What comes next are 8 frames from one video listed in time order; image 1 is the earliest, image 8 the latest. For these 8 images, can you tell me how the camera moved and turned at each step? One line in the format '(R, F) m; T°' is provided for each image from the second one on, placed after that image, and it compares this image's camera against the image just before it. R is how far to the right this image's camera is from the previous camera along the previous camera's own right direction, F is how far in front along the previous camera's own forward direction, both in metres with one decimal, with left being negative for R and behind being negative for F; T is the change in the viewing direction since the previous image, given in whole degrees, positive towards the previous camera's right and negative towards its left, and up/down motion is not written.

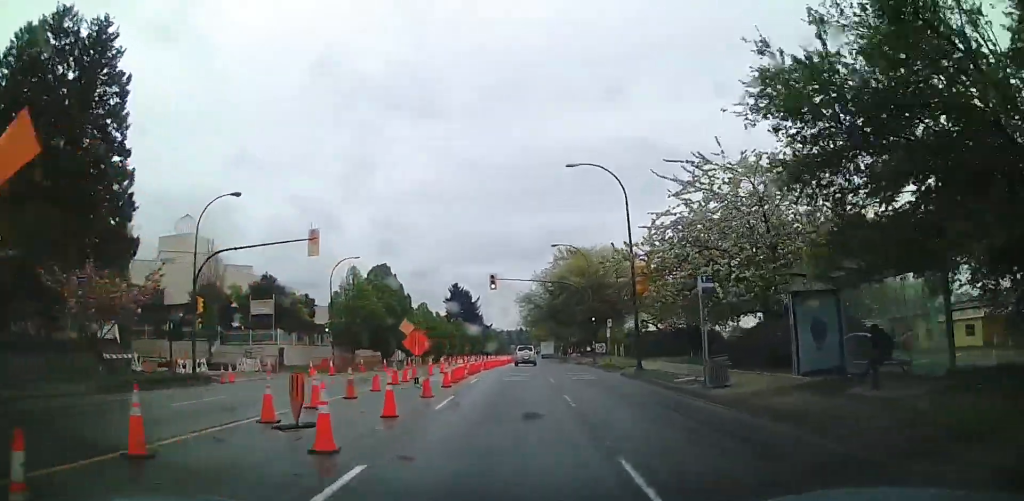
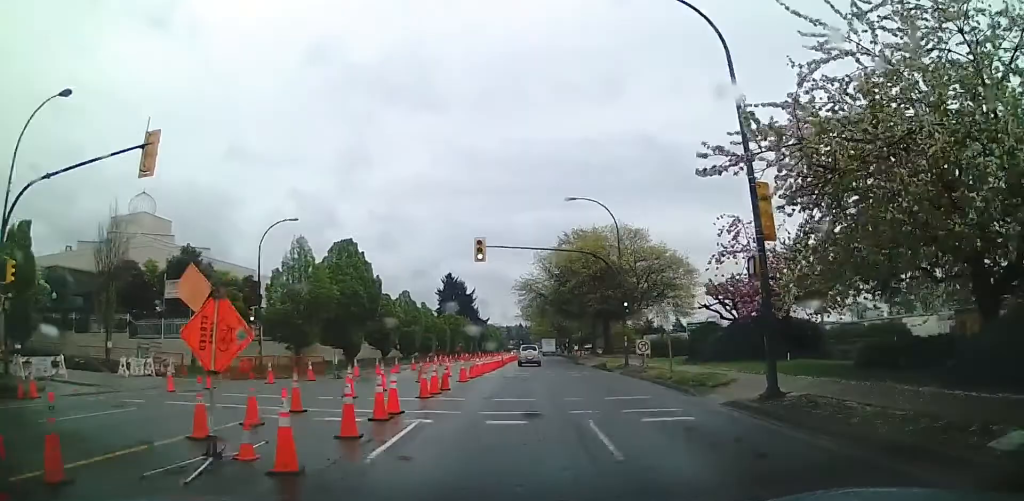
(0.0, +13.5) m; +2°
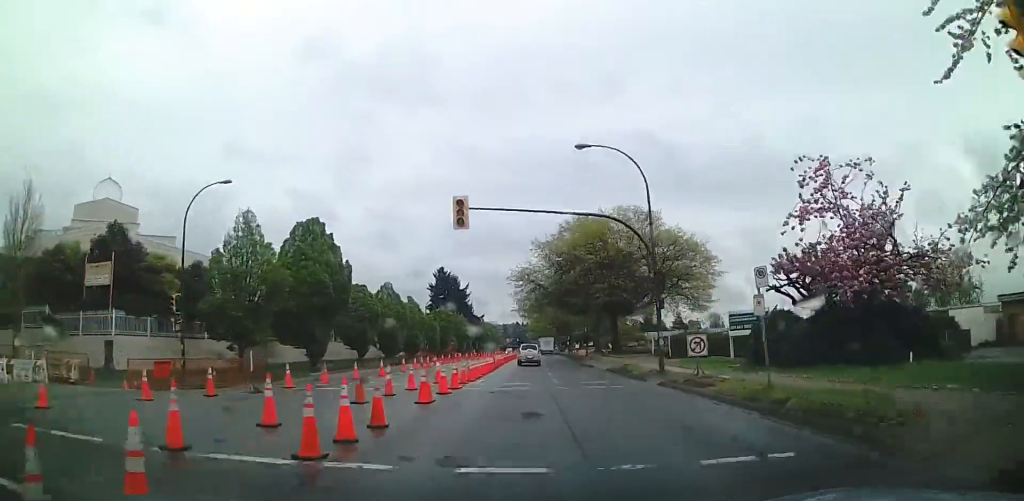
(+0.1, +8.3) m; +1°
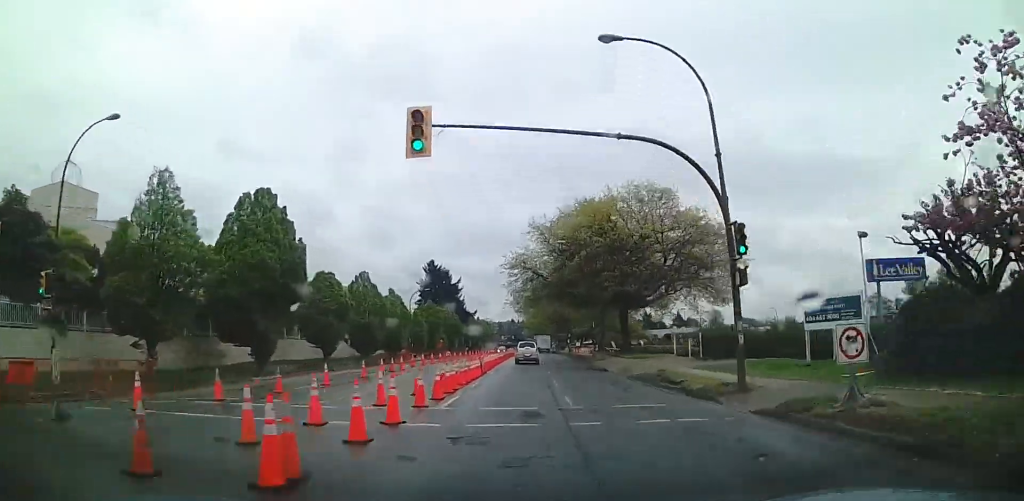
(+0.3, +8.8) m; 0°
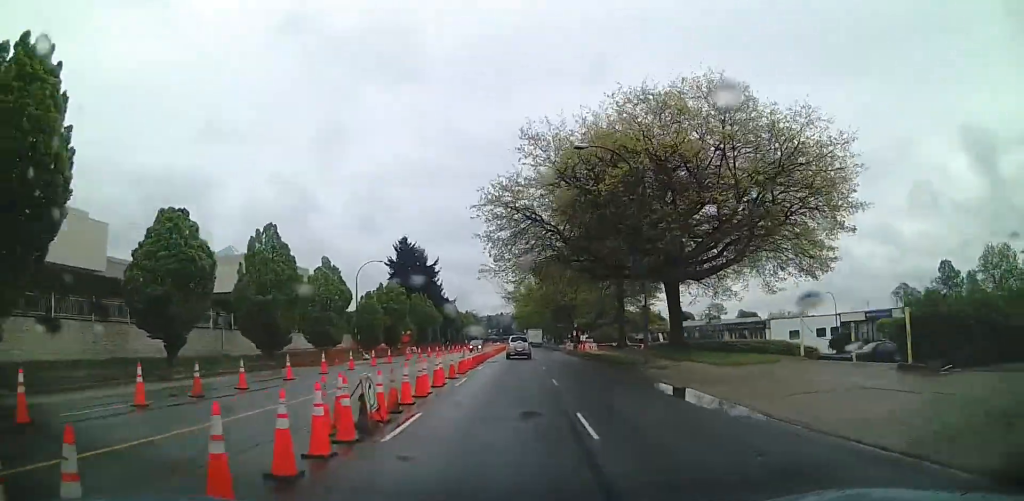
(-0.3, +21.5) m; 0°
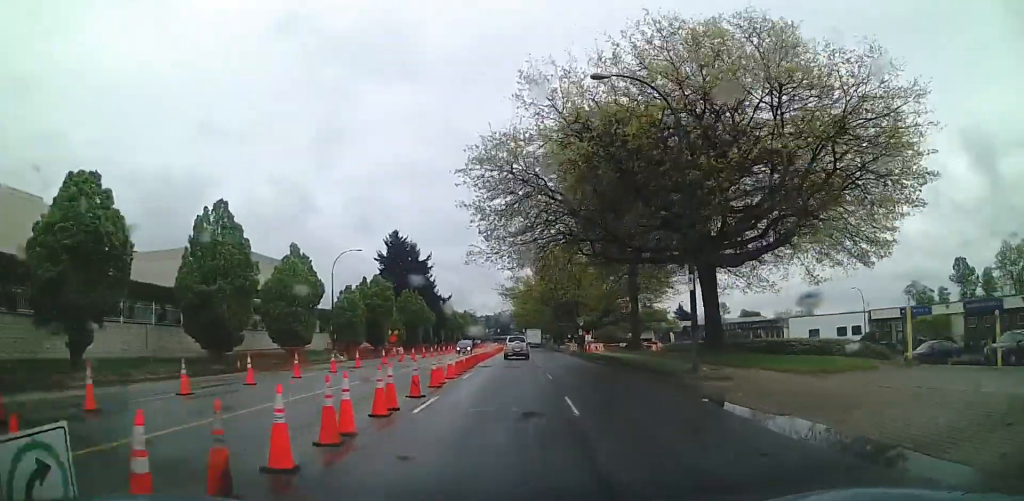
(+0.2, +7.1) m; 0°
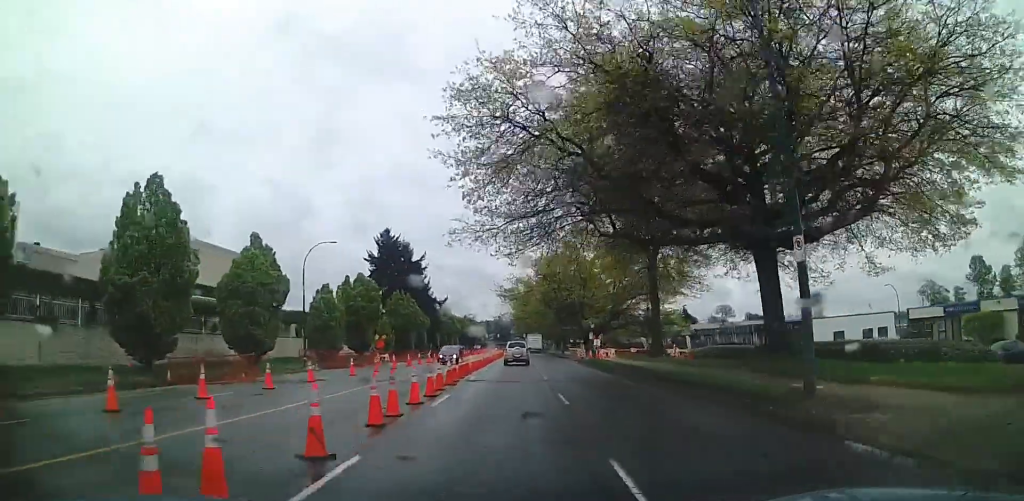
(+0.1, +7.0) m; 0°
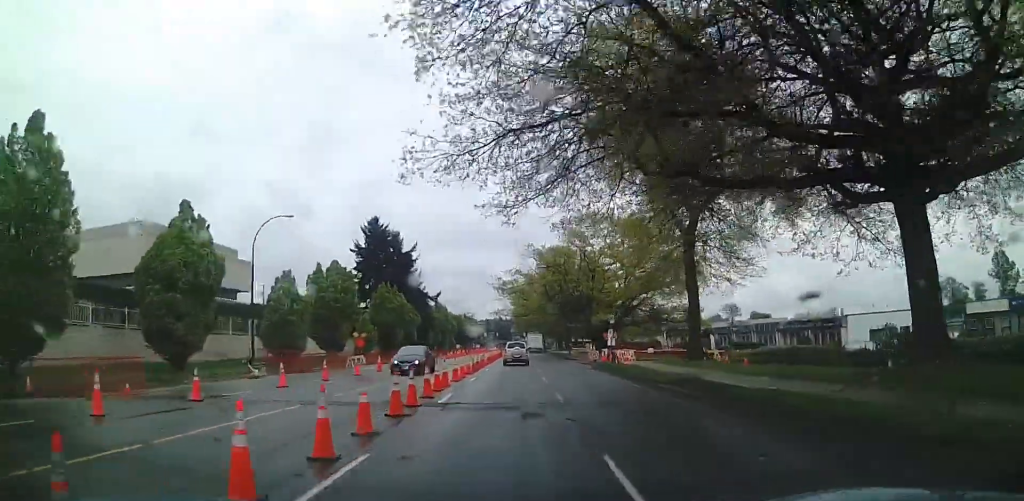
(-0.3, +8.9) m; 0°
